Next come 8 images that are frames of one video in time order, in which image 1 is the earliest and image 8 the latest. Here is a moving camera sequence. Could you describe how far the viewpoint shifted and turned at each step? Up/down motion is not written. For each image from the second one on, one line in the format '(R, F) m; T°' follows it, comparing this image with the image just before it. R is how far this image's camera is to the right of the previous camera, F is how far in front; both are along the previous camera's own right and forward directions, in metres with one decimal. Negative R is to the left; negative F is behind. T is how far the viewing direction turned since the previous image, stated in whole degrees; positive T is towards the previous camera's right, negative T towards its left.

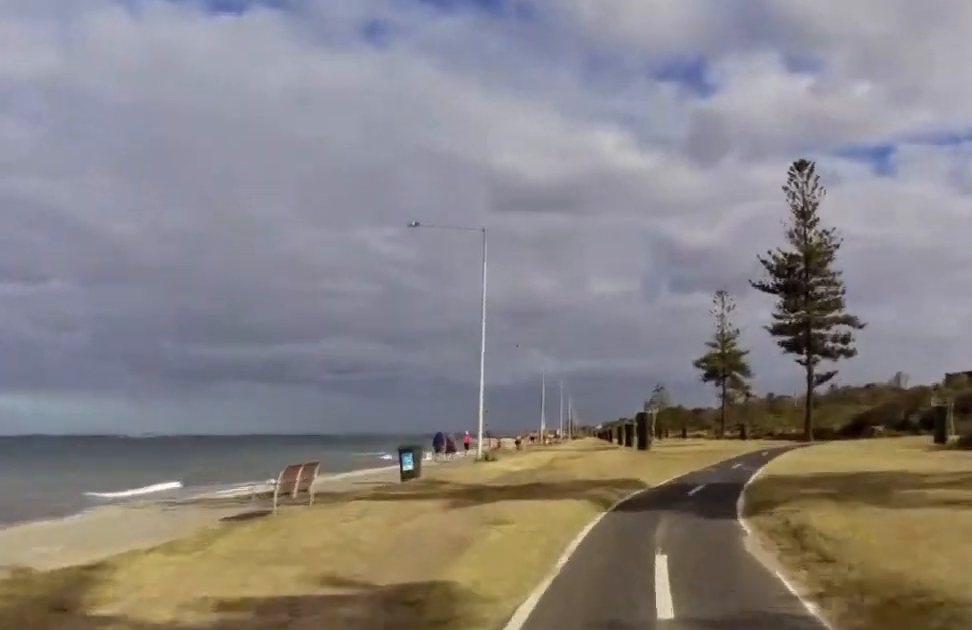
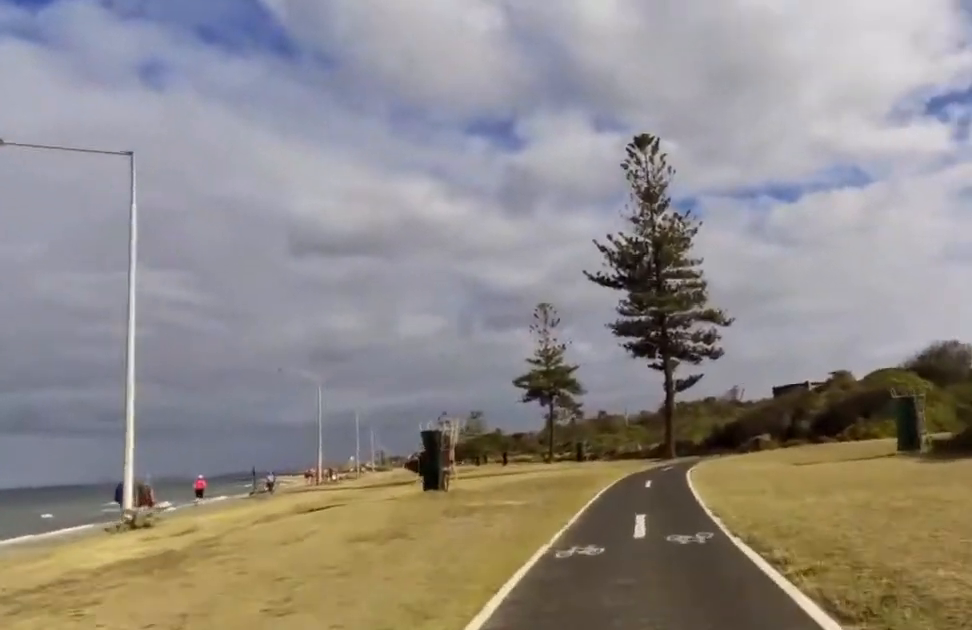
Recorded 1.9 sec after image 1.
(+0.2, +13.7) m; +1°
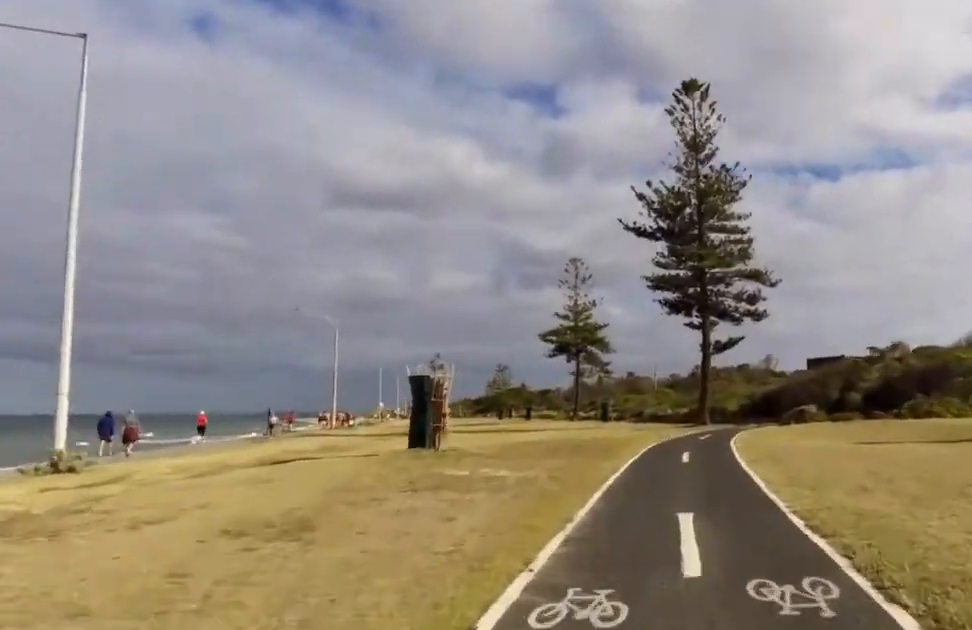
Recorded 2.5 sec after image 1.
(-0.8, +3.6) m; +3°
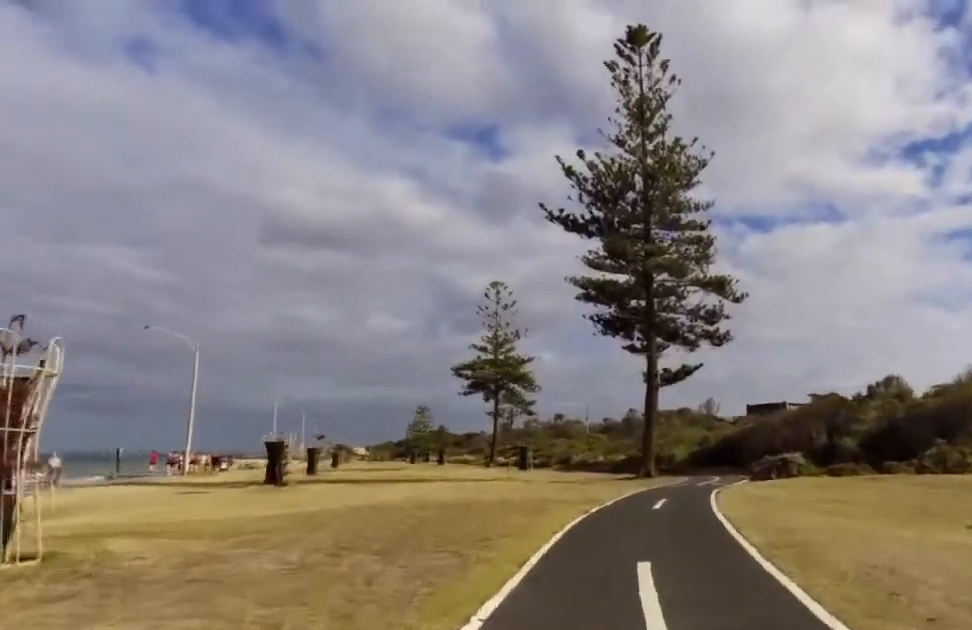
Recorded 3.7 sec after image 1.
(+2.4, +9.4) m; +13°
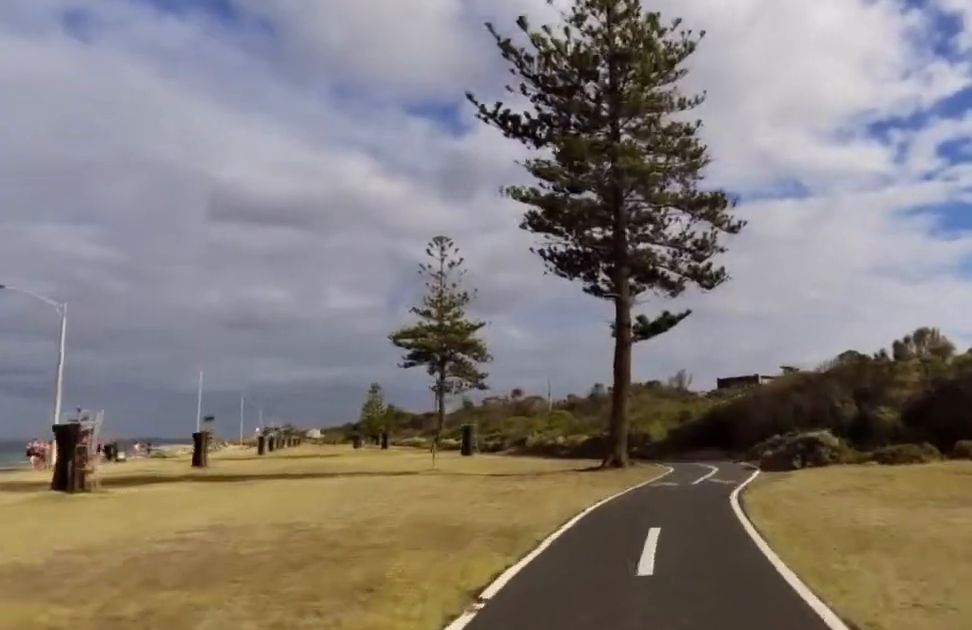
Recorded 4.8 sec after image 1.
(-0.1, +7.8) m; 0°
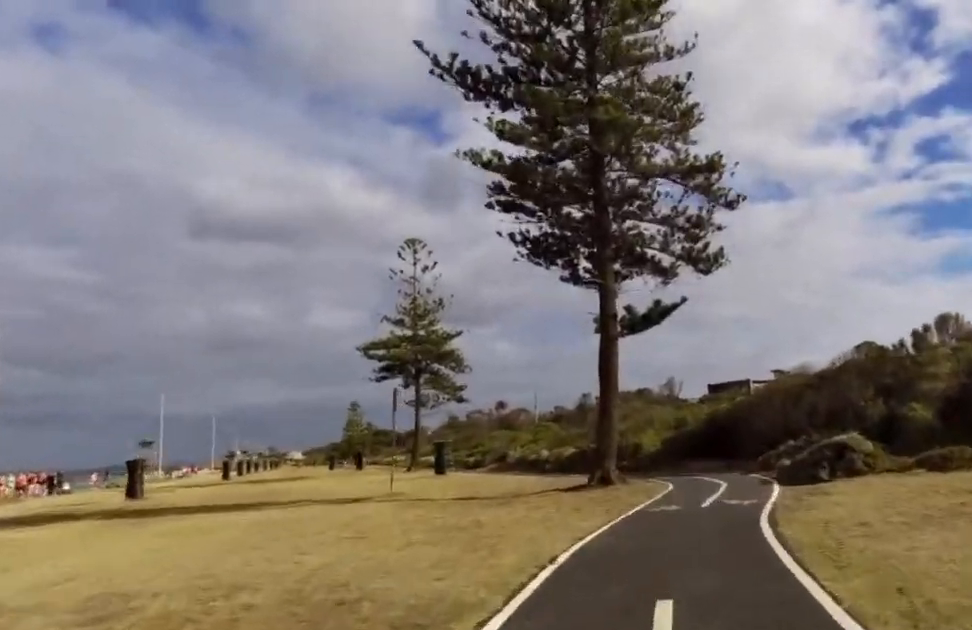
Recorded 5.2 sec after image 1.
(+0.2, +3.3) m; 0°
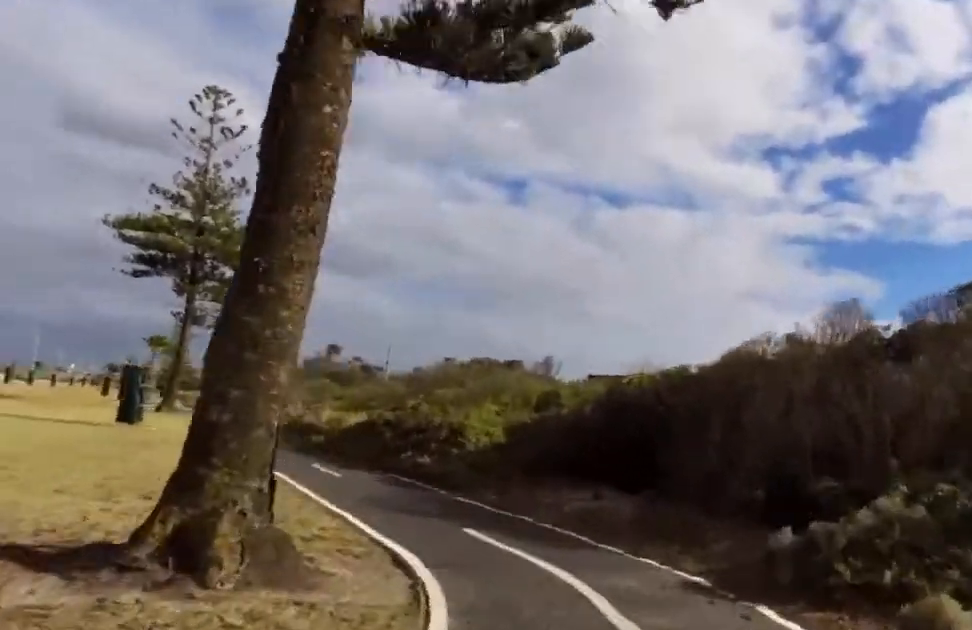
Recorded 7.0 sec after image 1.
(-0.6, +13.4) m; -4°
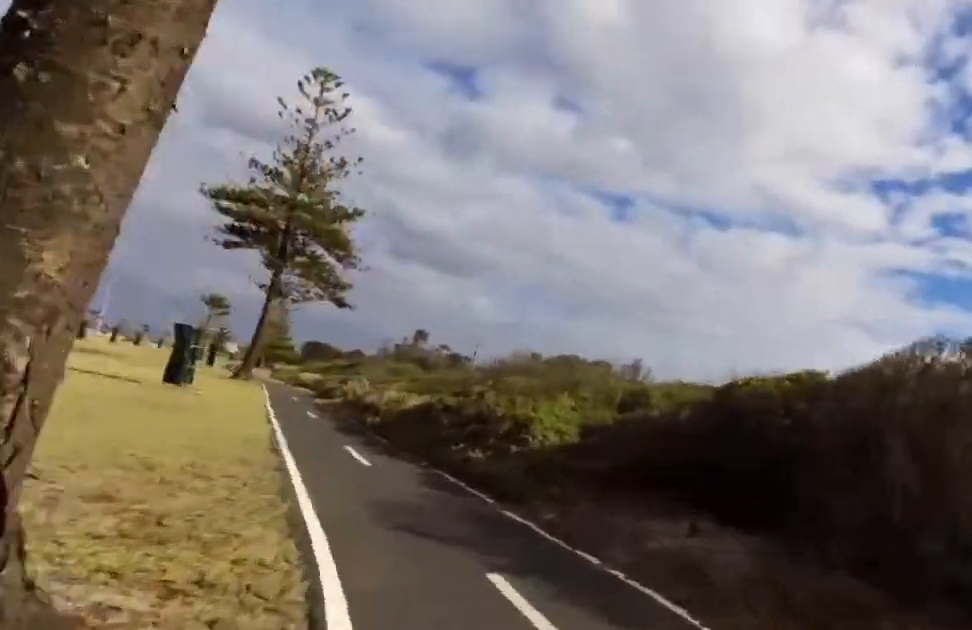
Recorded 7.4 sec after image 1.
(0.0, +2.9) m; 0°
